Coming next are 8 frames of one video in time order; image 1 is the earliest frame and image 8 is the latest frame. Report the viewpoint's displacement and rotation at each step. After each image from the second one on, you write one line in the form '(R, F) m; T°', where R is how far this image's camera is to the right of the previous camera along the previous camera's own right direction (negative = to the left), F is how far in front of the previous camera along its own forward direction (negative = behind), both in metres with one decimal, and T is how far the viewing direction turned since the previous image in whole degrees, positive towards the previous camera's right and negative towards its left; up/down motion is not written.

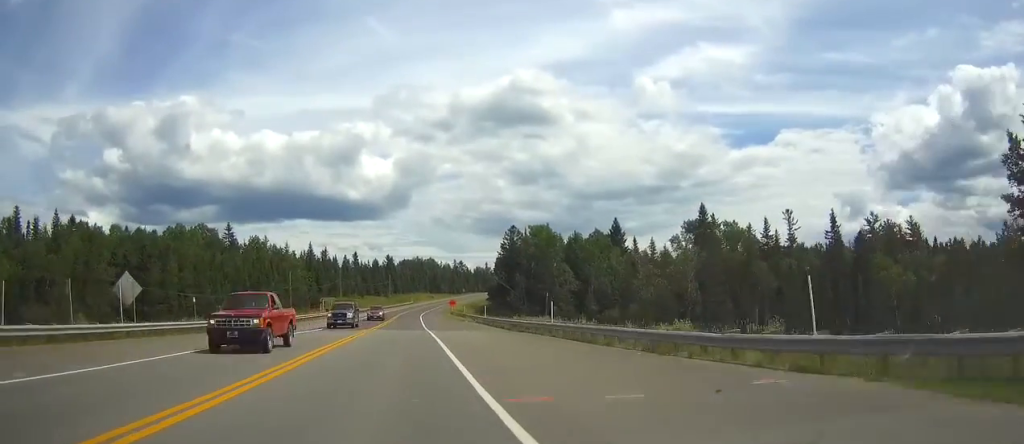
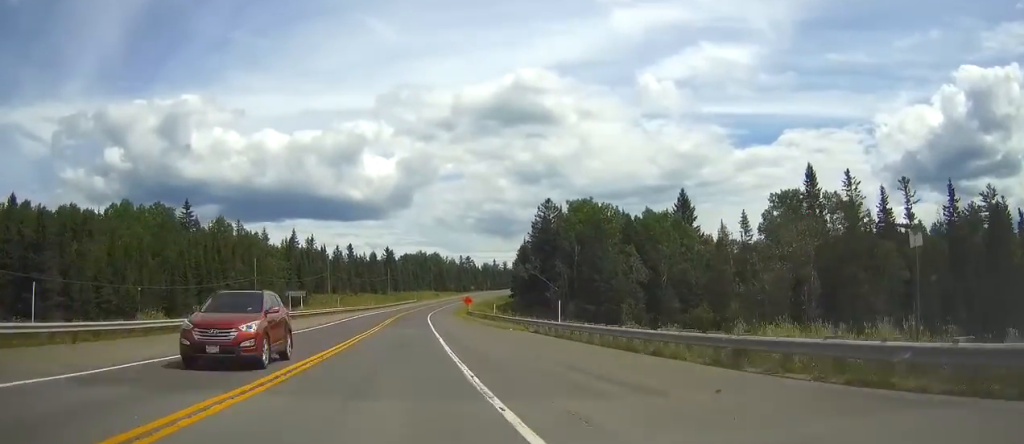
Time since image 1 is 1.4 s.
(+0.3, +34.8) m; +1°
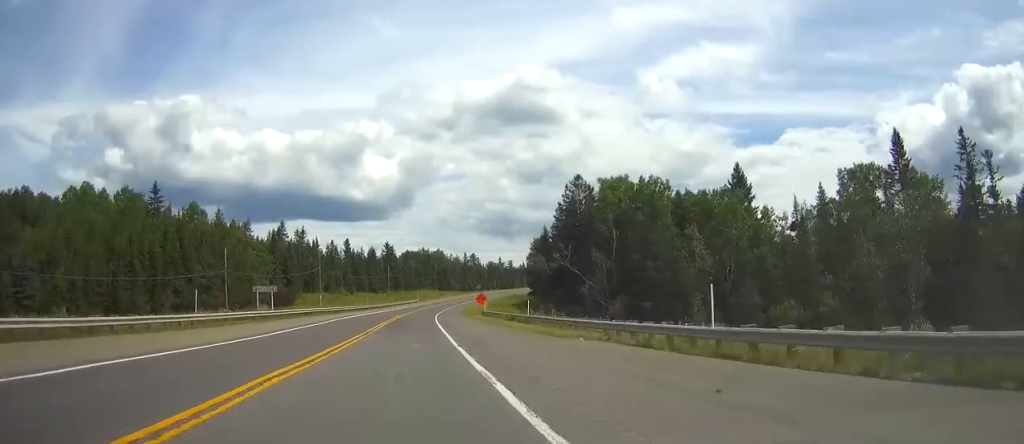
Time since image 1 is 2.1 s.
(-0.3, +19.0) m; +3°
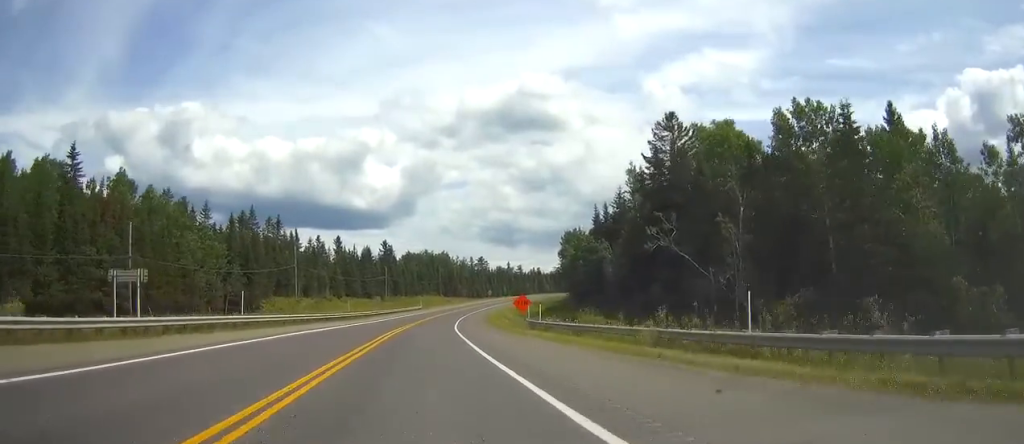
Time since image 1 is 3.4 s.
(+2.3, +33.3) m; +5°
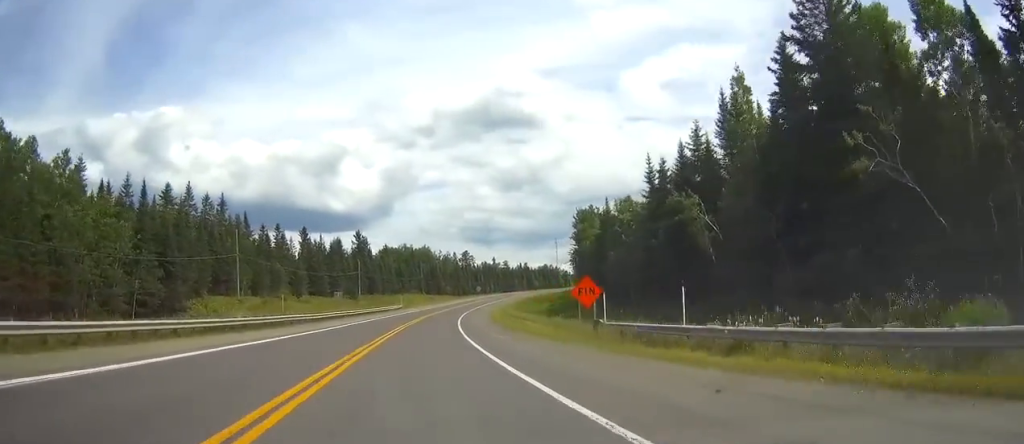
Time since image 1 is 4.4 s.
(0.0, +27.8) m; 0°
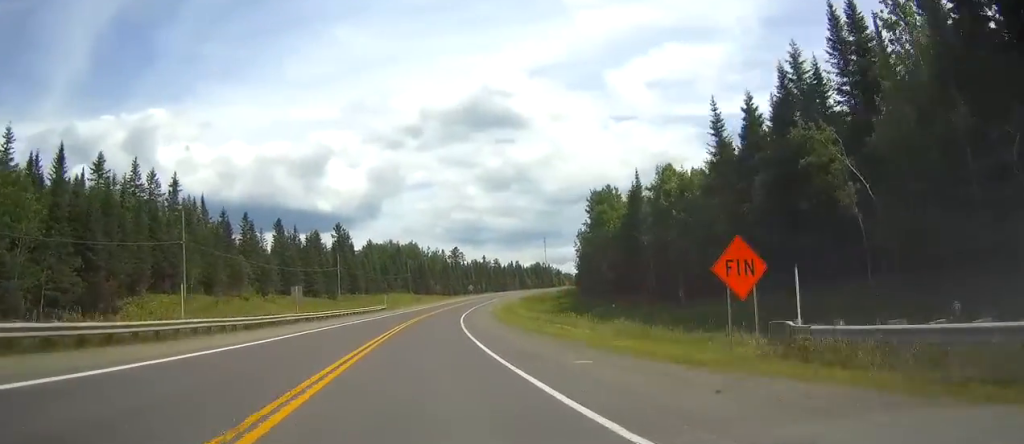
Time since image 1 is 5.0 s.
(0.0, +17.3) m; 0°
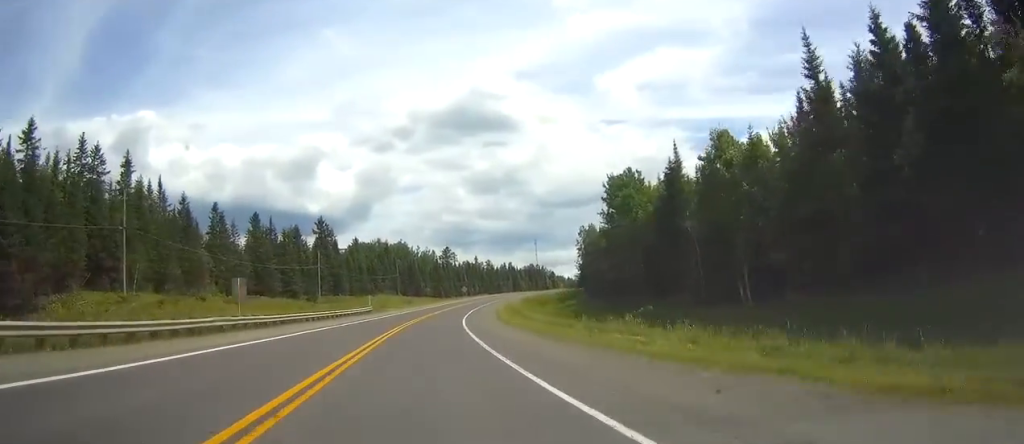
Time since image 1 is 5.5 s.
(0.0, +13.7) m; 0°
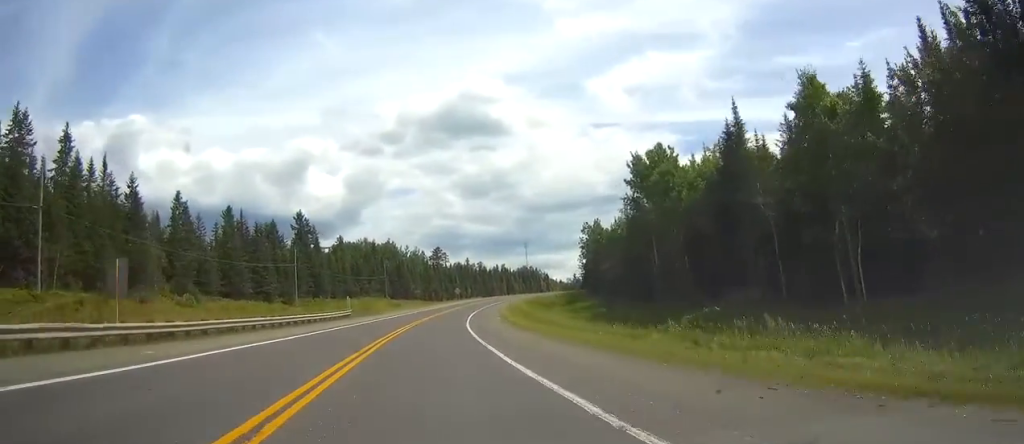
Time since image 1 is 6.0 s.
(0.0, +13.8) m; 0°
